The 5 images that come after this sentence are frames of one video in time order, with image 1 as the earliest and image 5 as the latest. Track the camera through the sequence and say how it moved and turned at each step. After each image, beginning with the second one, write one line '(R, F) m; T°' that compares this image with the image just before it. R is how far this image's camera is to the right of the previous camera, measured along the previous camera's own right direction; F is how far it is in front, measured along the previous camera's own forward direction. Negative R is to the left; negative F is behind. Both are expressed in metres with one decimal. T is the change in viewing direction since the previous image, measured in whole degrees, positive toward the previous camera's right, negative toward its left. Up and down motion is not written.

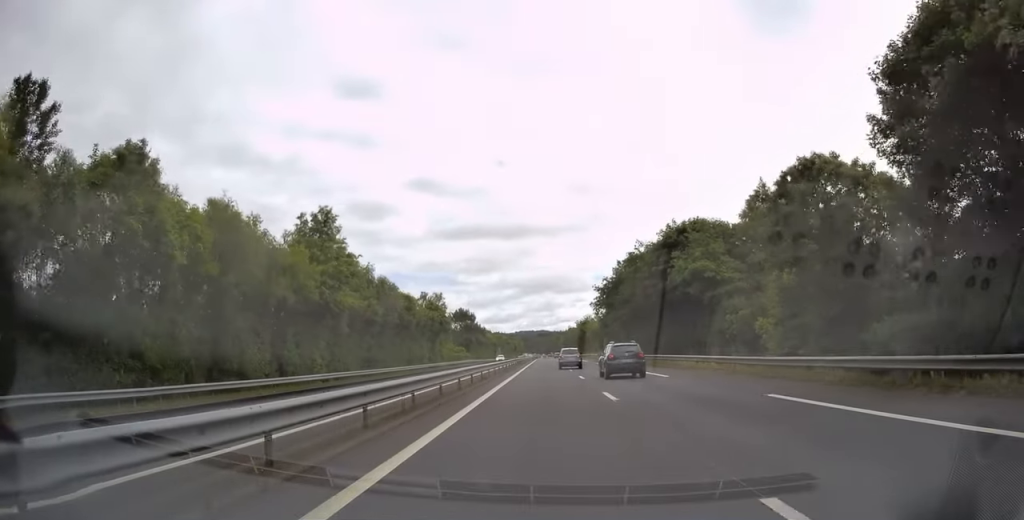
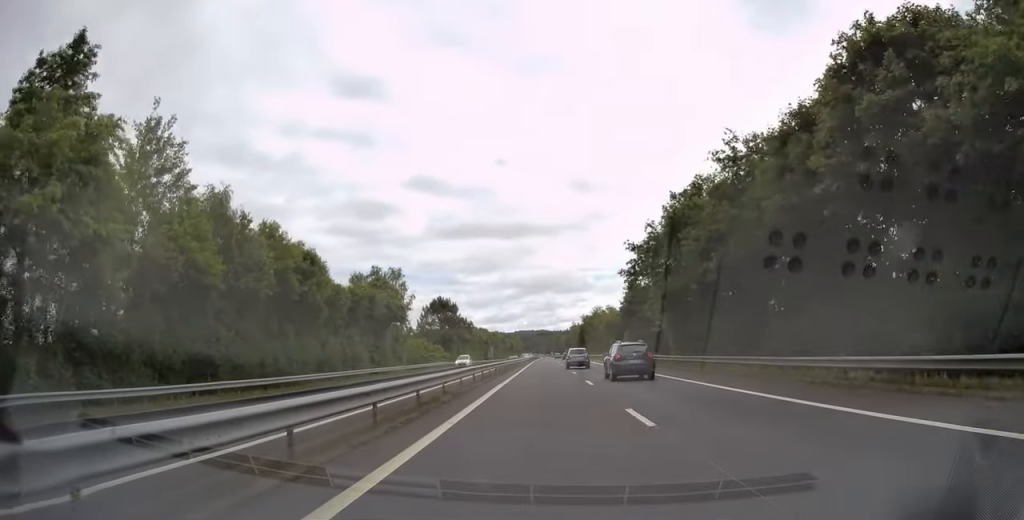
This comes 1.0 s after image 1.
(0.0, +31.4) m; 0°
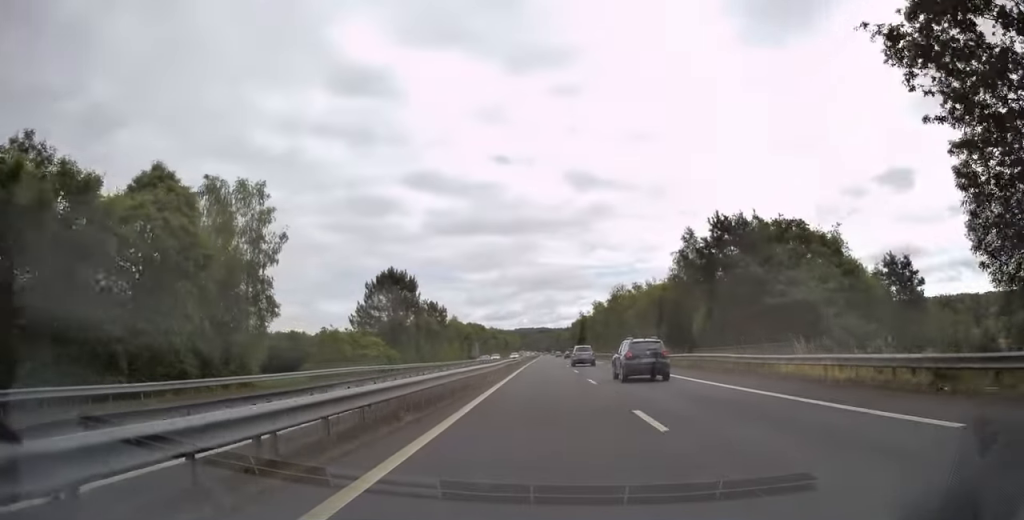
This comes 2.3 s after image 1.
(-0.1, +40.2) m; 0°
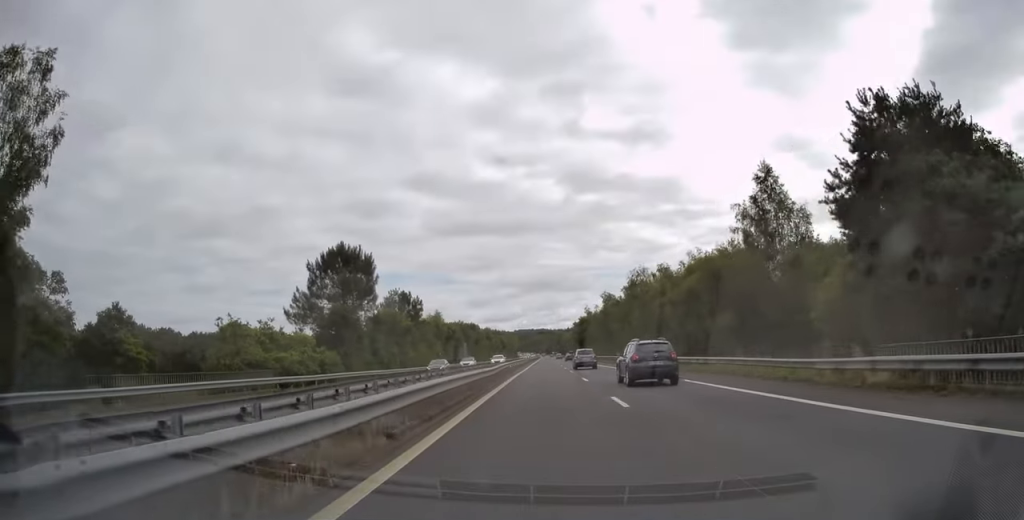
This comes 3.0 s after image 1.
(+0.1, +21.6) m; 0°
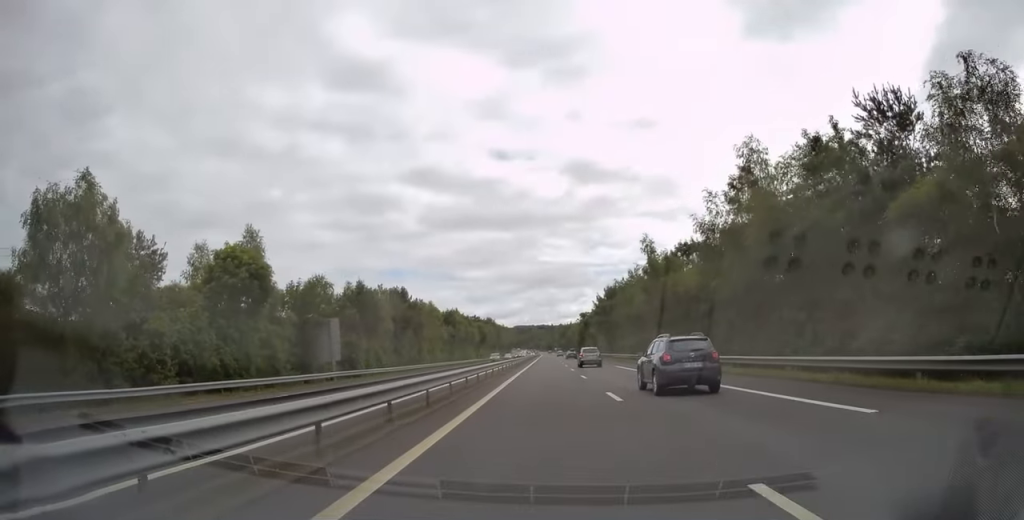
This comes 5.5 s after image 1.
(-0.2, +78.3) m; 0°
